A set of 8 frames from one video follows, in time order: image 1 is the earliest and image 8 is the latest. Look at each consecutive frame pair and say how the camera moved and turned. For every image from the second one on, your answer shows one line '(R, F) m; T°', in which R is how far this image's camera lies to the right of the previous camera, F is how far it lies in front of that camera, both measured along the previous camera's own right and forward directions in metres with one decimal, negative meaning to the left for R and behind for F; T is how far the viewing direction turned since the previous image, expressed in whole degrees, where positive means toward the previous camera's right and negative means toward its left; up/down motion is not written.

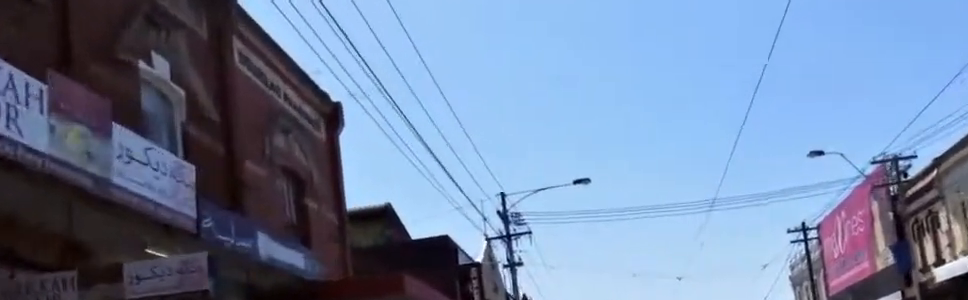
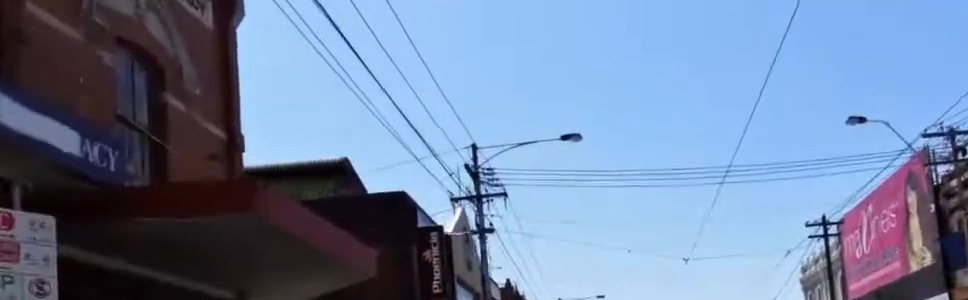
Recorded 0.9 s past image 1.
(-0.6, +5.2) m; +1°
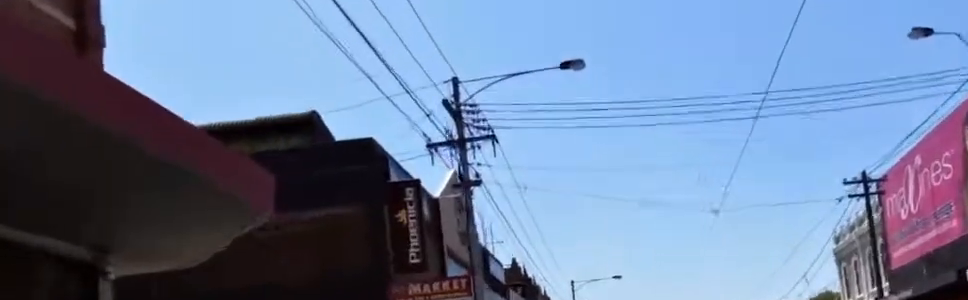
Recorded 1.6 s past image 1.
(+0.7, +4.4) m; 0°
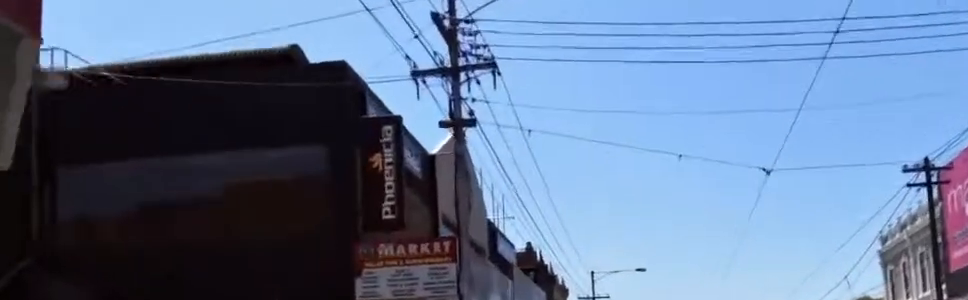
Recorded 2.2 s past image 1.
(-0.2, +3.9) m; -1°
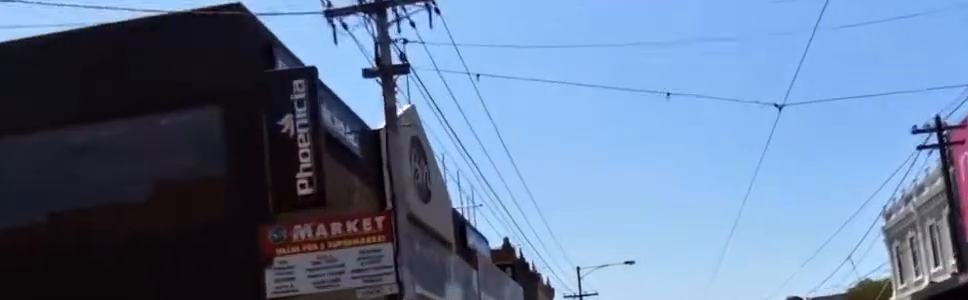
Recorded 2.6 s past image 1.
(-0.4, +3.1) m; -1°
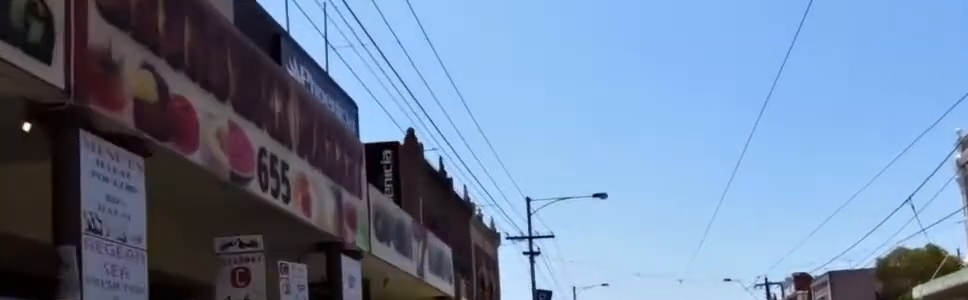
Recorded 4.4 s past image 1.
(+0.1, +12.9) m; +2°
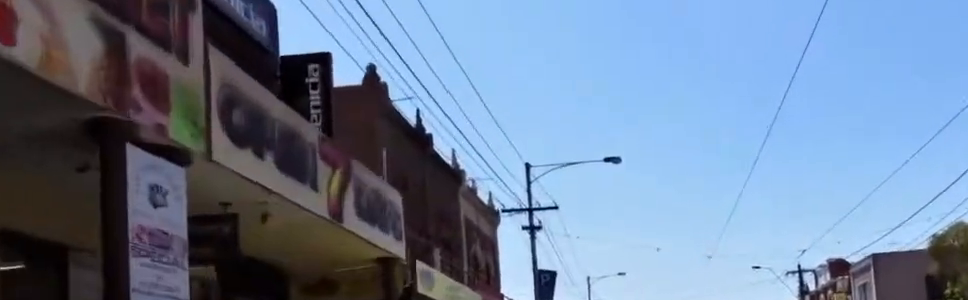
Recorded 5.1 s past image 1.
(+0.1, +5.0) m; +1°
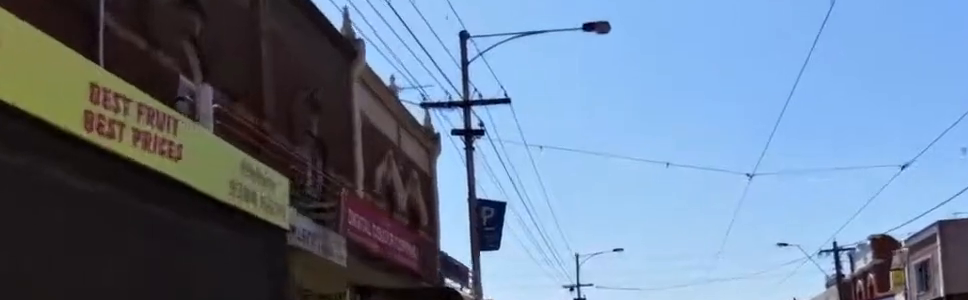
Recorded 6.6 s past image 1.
(-0.2, +10.2) m; -2°
